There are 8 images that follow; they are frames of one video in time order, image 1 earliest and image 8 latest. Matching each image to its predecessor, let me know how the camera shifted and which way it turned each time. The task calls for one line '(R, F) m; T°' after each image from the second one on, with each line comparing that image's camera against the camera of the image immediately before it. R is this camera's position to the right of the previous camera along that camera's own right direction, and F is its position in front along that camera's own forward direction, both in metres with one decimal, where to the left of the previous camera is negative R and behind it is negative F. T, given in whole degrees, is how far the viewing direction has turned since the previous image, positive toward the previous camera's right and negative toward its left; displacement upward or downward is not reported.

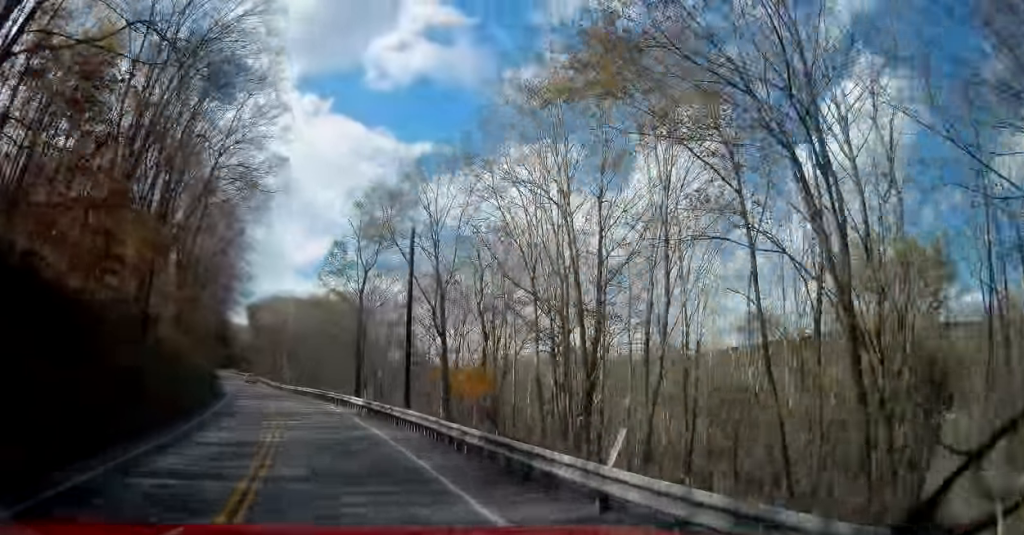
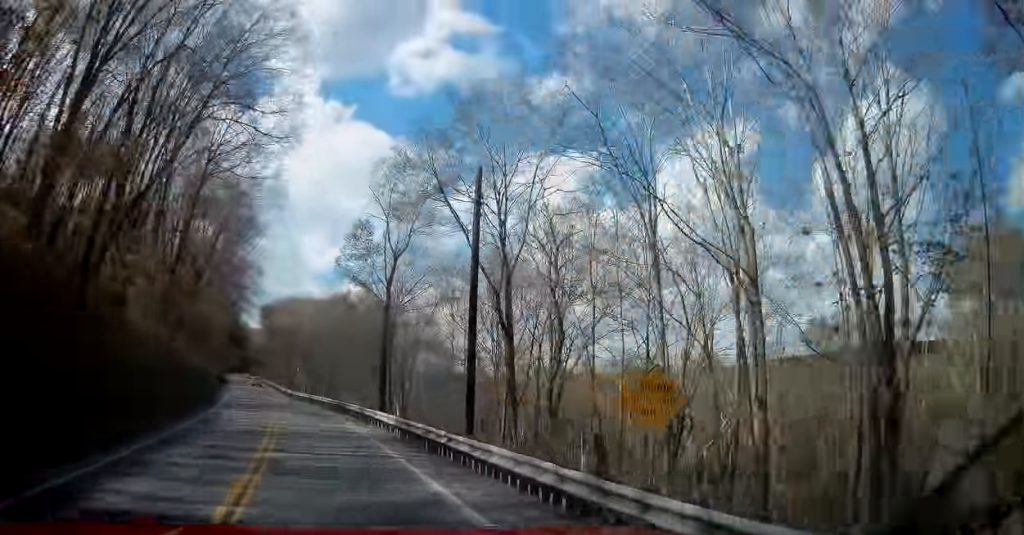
(-0.3, +8.9) m; -2°
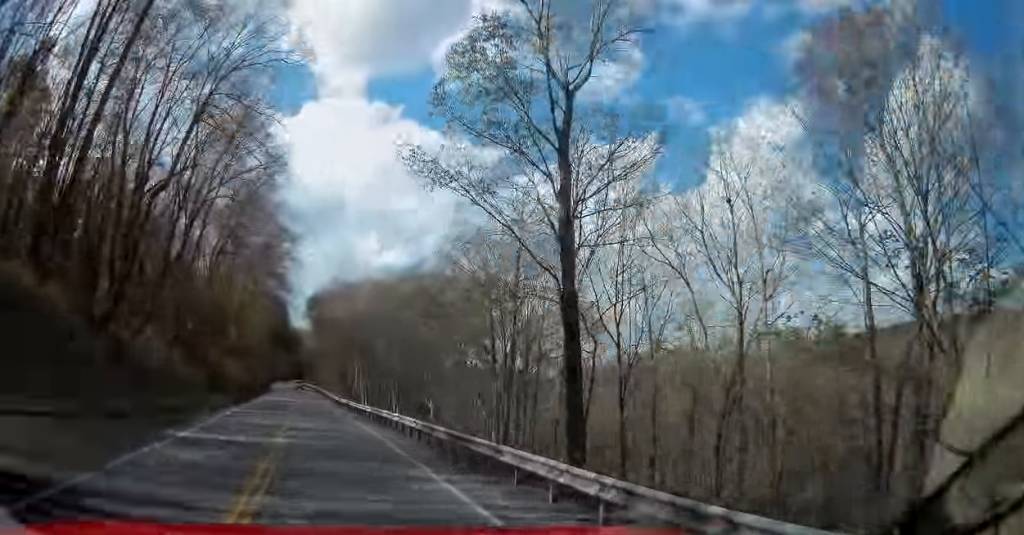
(-0.8, +24.7) m; -5°
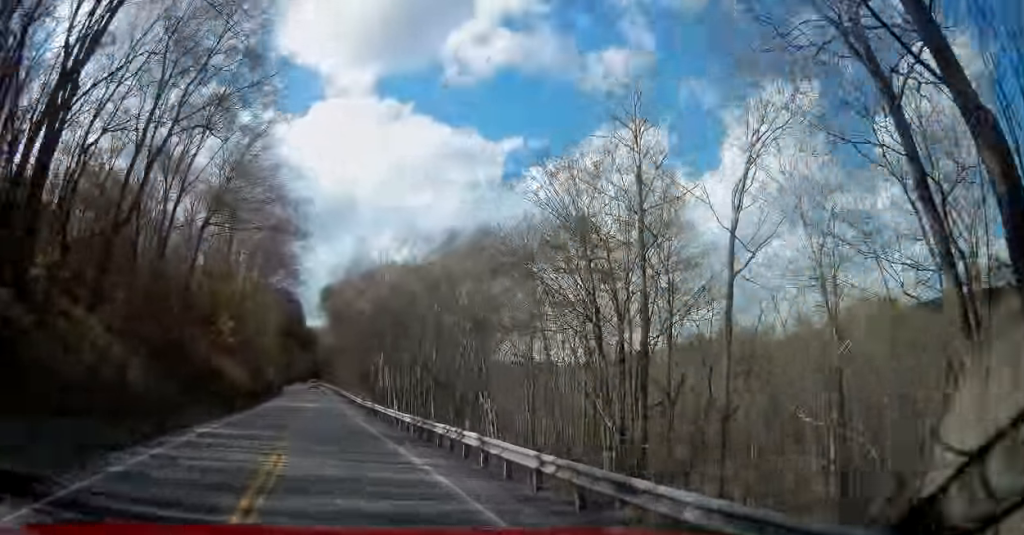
(-0.5, +12.1) m; -2°
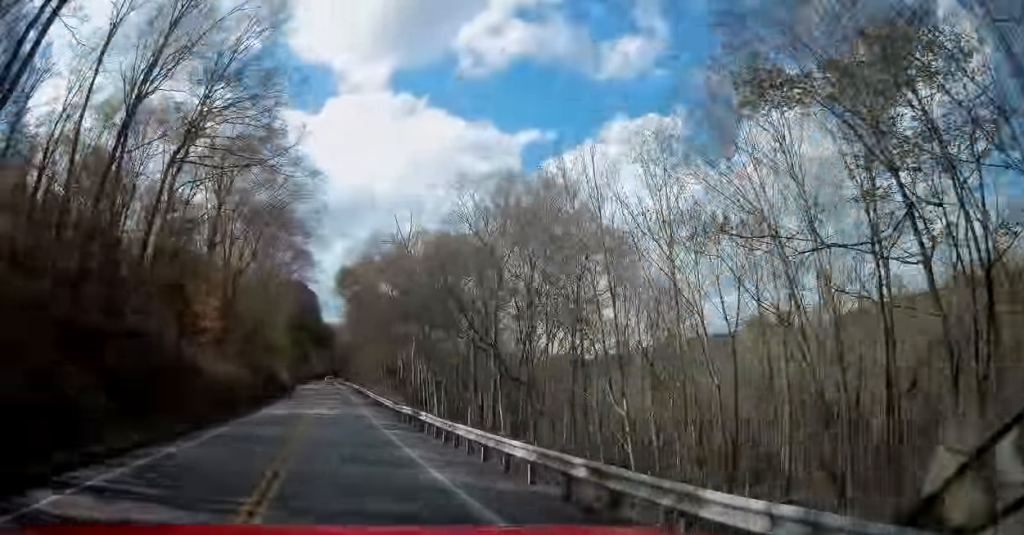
(-0.3, +14.1) m; -1°
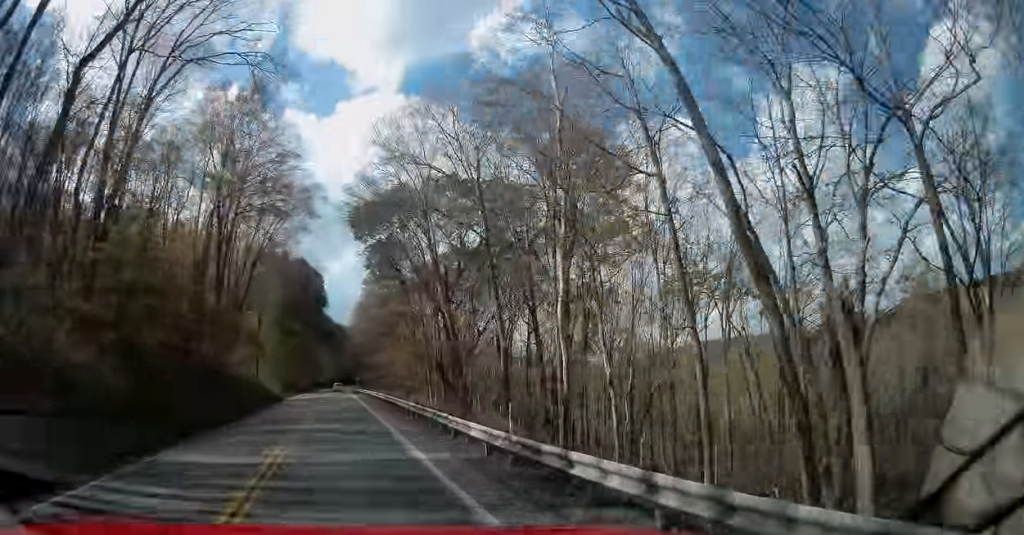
(-0.2, +35.9) m; -1°
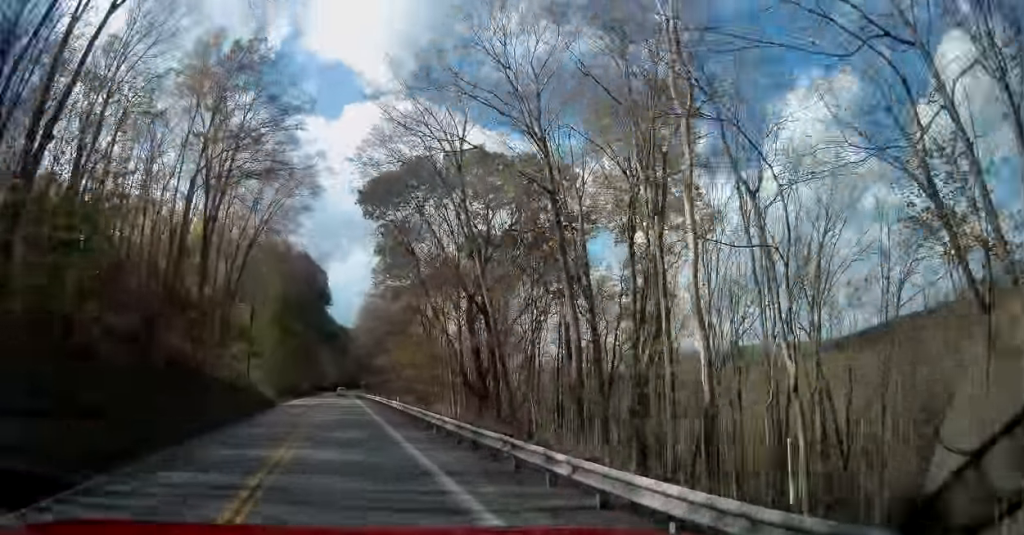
(0.0, +8.0) m; 0°
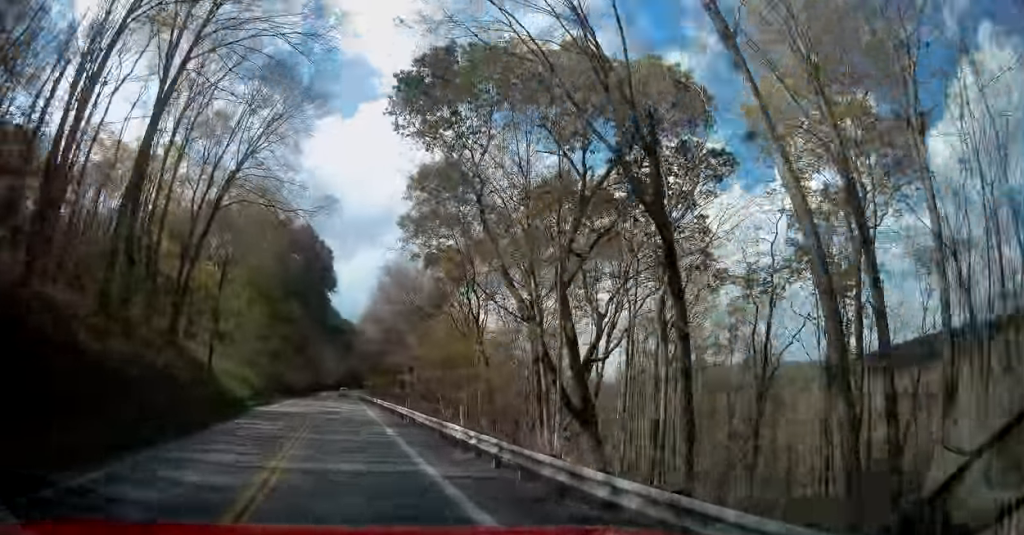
(-0.1, +17.6) m; 0°
